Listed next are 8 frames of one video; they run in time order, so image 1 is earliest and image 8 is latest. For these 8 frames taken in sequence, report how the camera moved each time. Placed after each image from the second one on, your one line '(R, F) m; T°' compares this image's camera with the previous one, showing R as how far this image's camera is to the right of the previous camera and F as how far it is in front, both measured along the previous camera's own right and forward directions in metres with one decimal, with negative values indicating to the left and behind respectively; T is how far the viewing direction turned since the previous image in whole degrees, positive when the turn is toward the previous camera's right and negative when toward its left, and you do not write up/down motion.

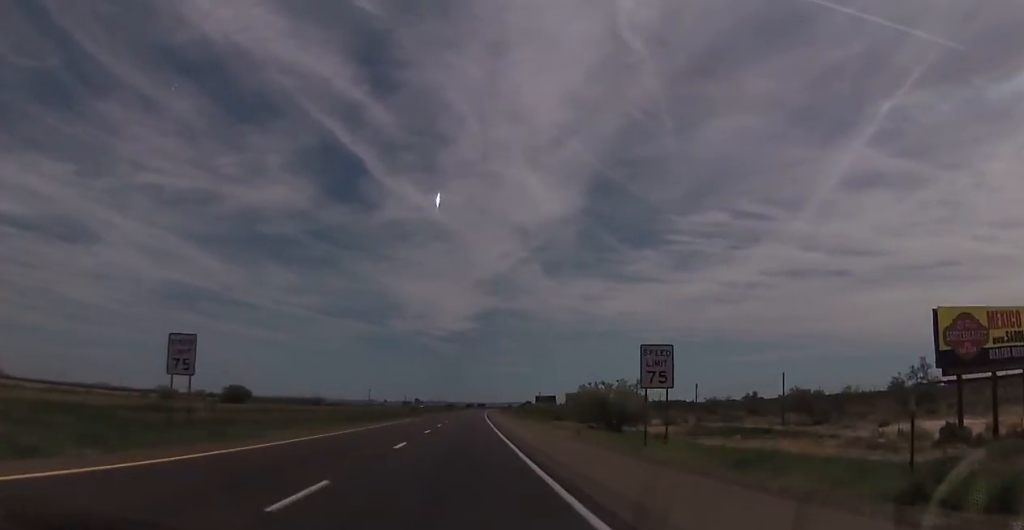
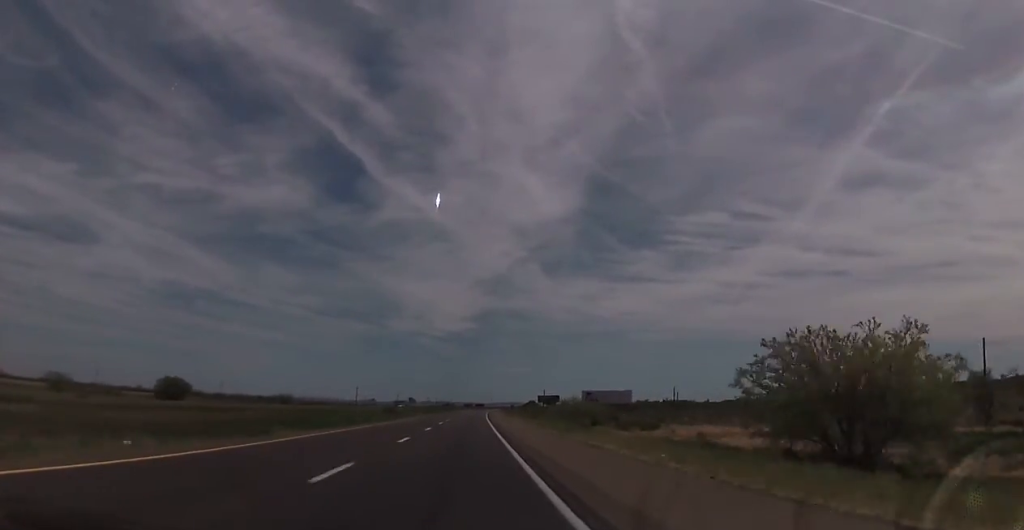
(+0.7, +33.5) m; +2°
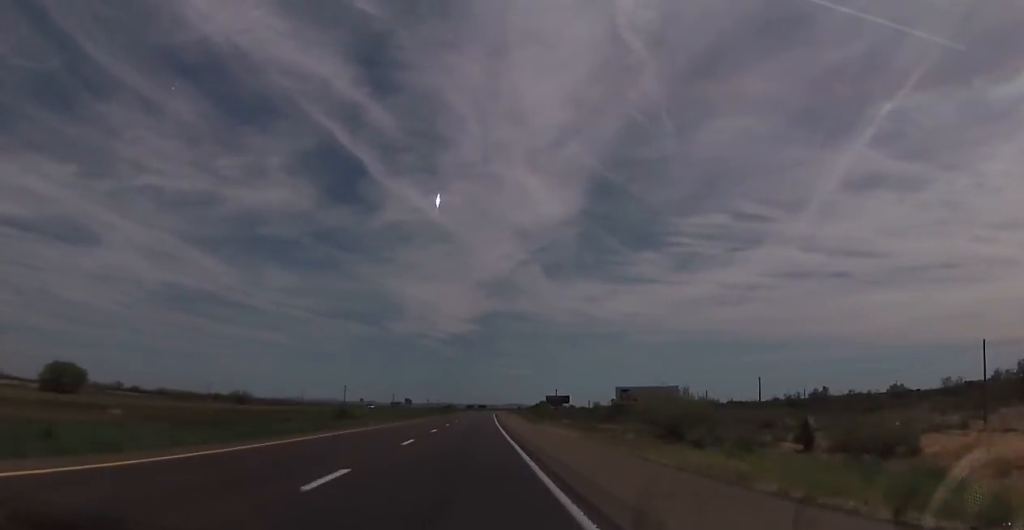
(+0.2, +37.6) m; 0°
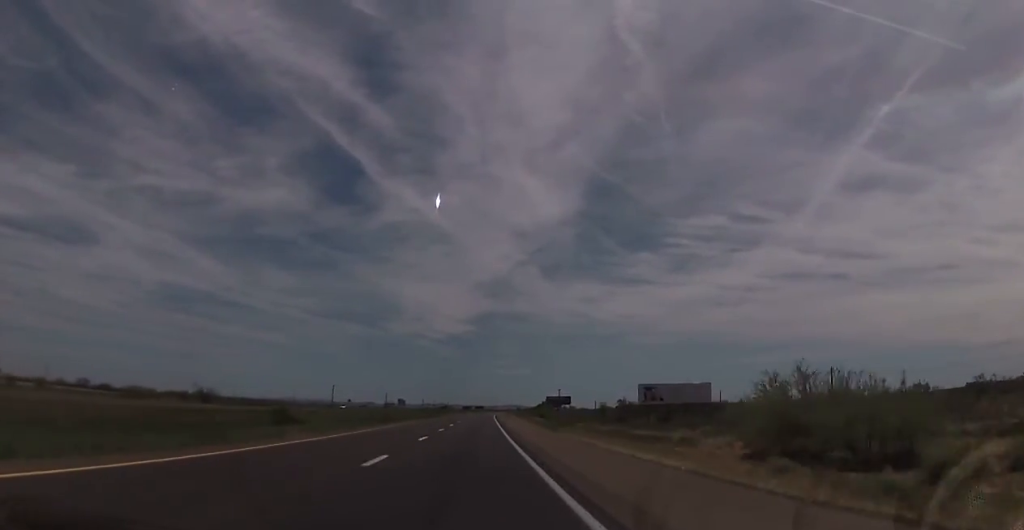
(-0.2, +20.0) m; -1°
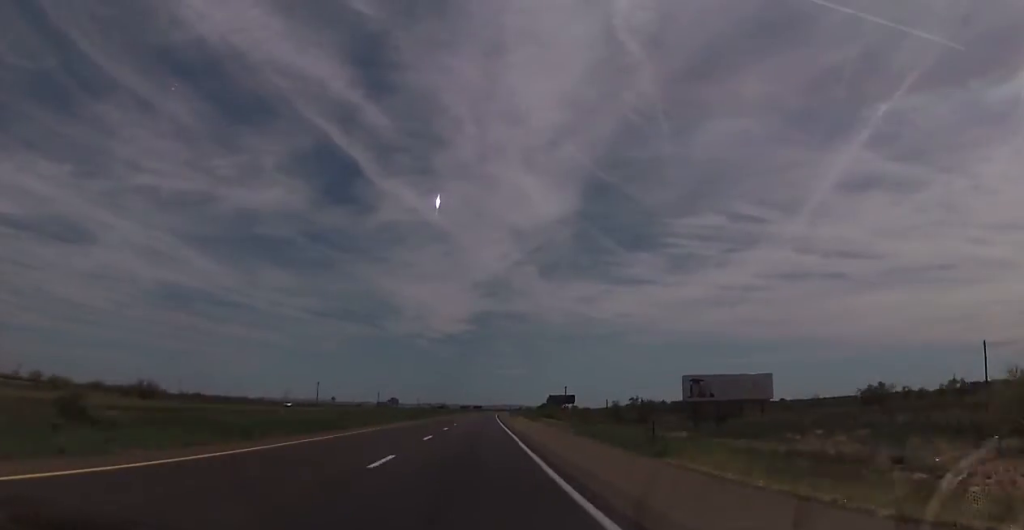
(-0.1, +25.0) m; 0°
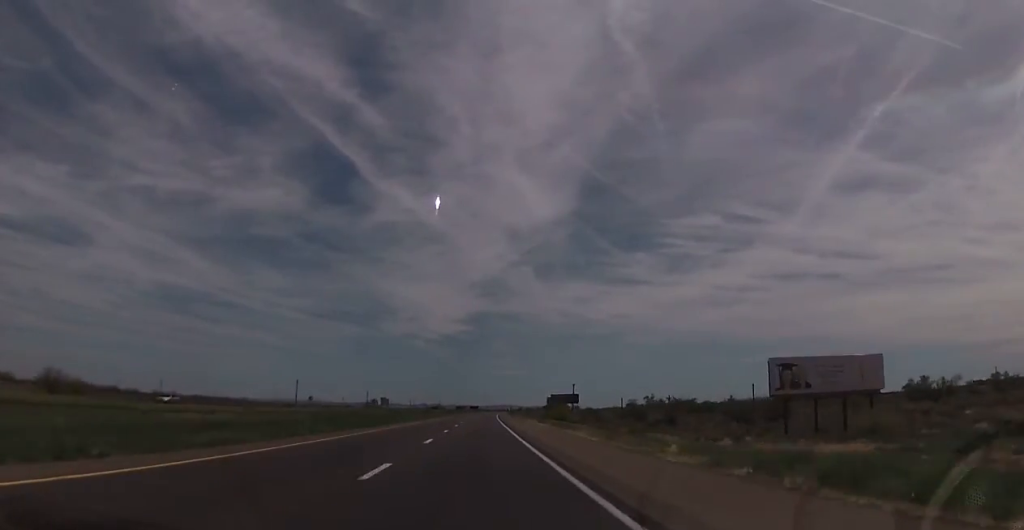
(+0.1, +27.1) m; 0°
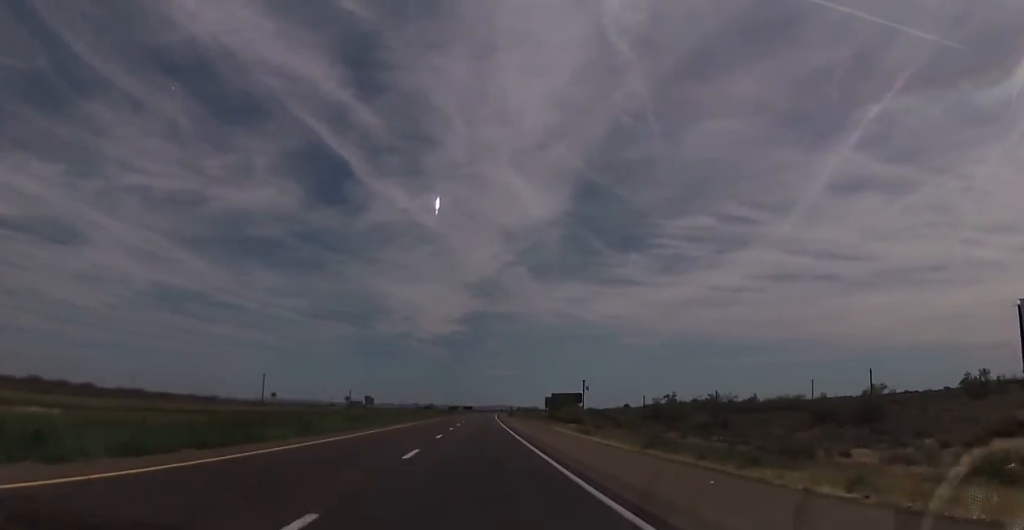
(0.0, +32.3) m; +1°
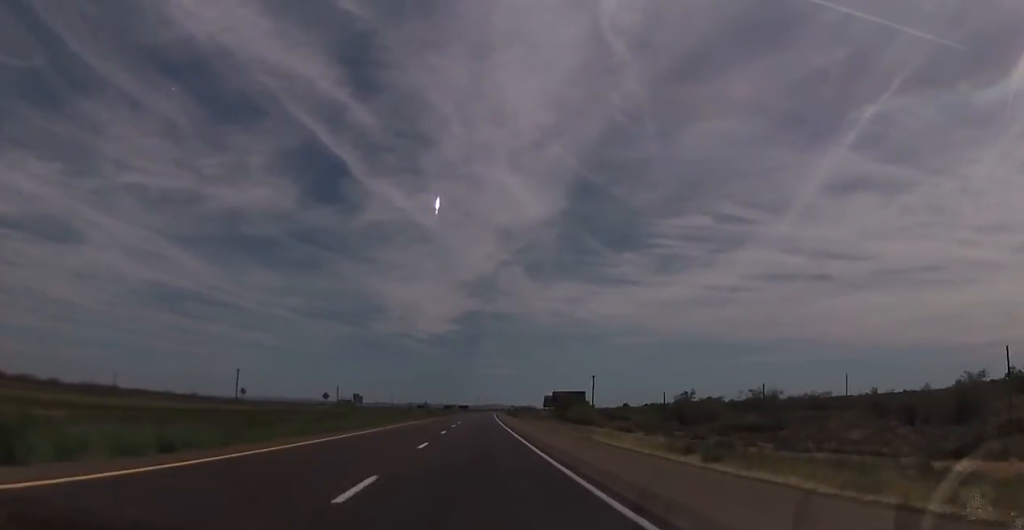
(+0.4, +20.9) m; 0°
